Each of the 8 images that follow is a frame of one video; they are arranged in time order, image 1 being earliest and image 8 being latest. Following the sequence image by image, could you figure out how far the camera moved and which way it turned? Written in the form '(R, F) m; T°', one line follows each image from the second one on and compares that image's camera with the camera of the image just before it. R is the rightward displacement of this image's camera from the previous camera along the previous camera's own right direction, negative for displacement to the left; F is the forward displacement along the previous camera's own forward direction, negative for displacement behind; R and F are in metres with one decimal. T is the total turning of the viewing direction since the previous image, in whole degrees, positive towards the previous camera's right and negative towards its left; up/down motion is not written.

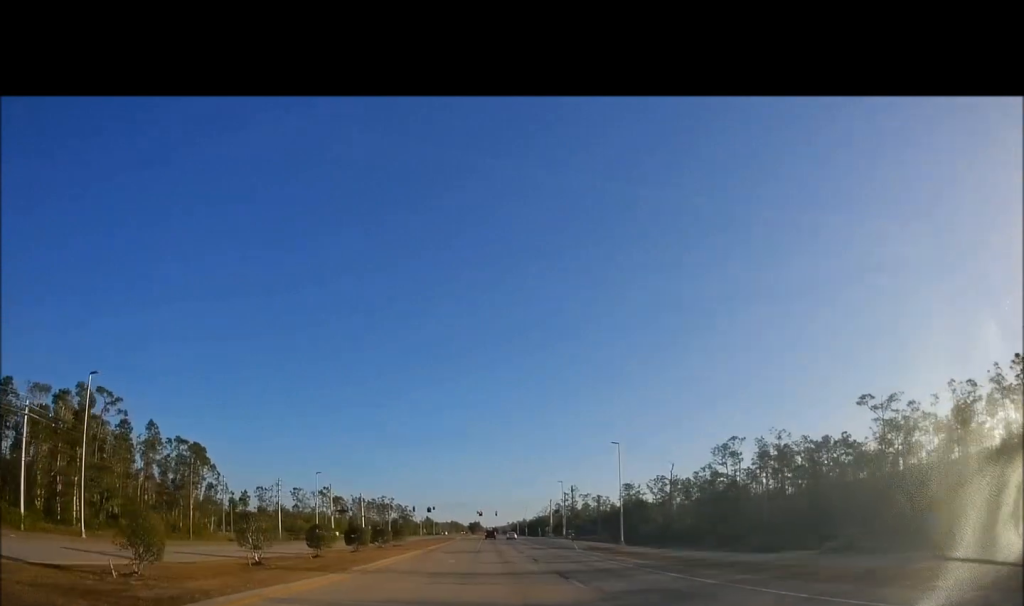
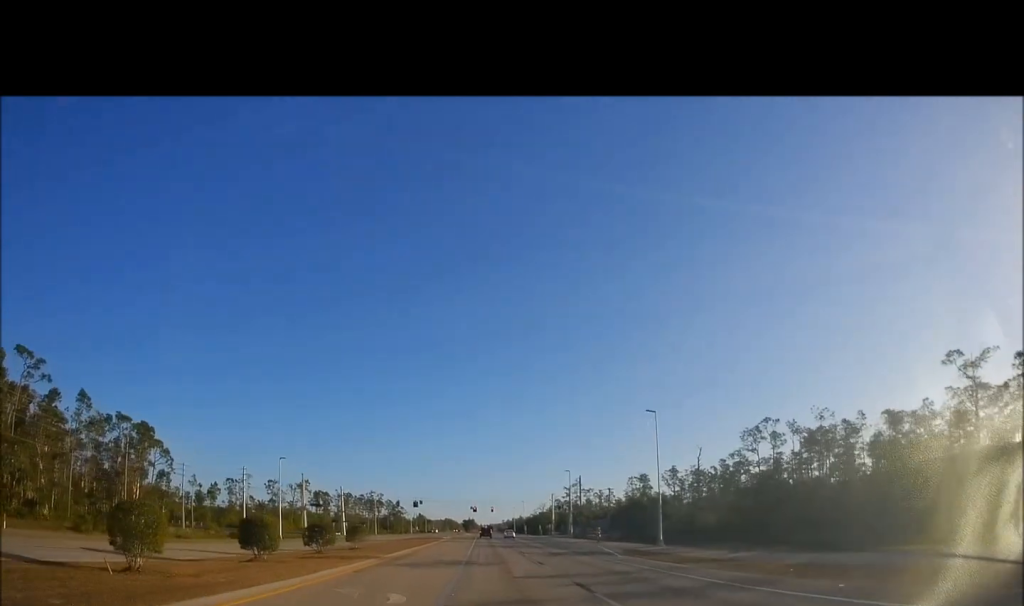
(+0.2, +18.4) m; +1°
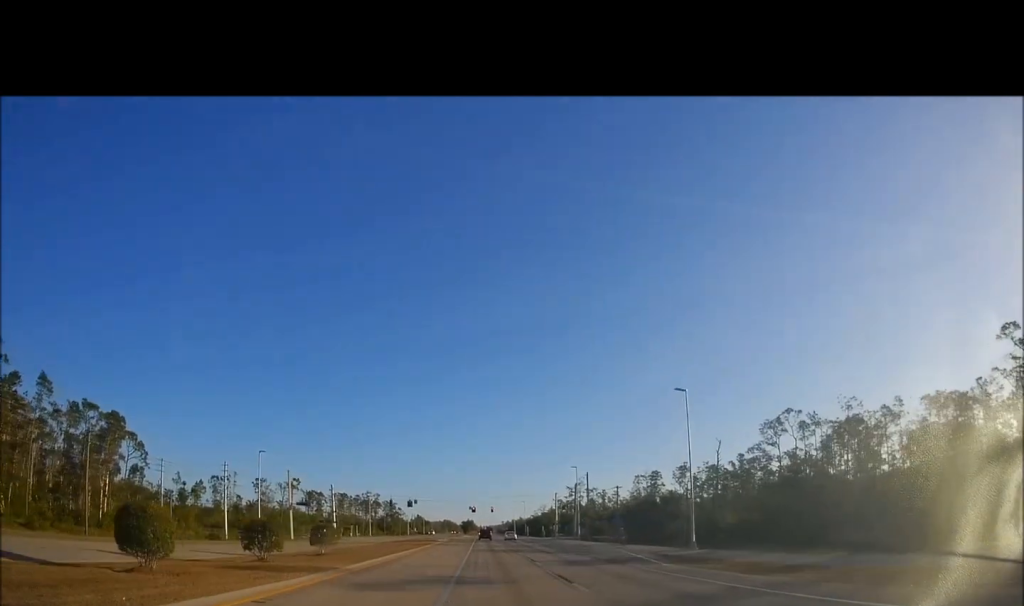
(+0.1, +9.2) m; 0°
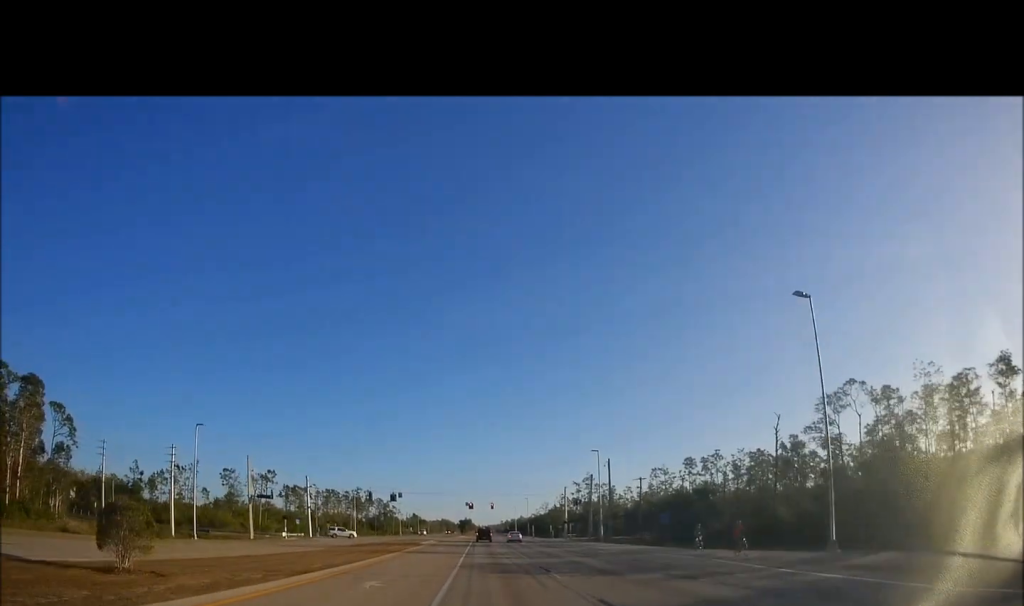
(-0.3, +20.3) m; -1°
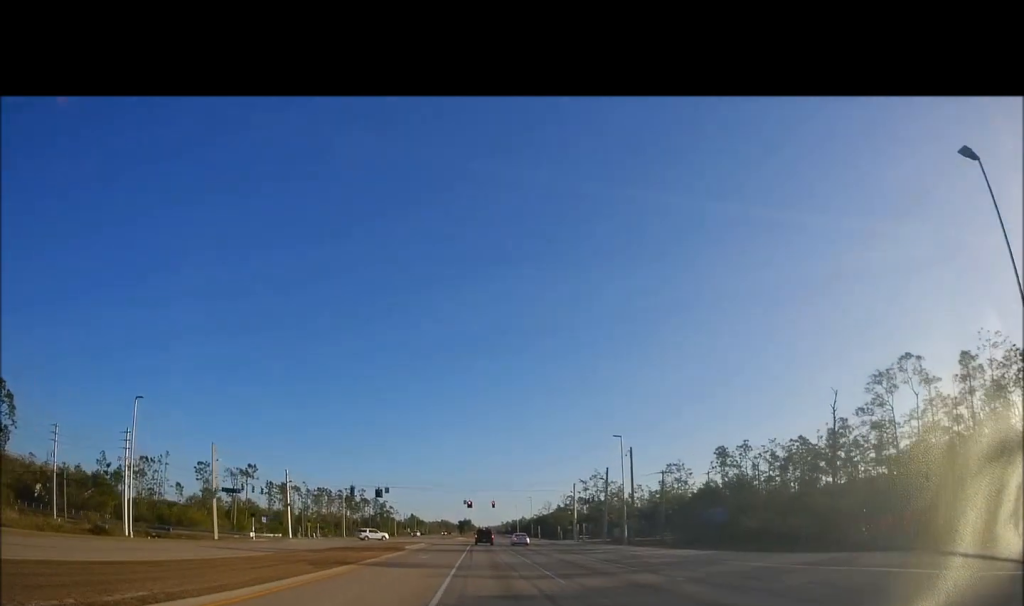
(-0.1, +13.9) m; +1°
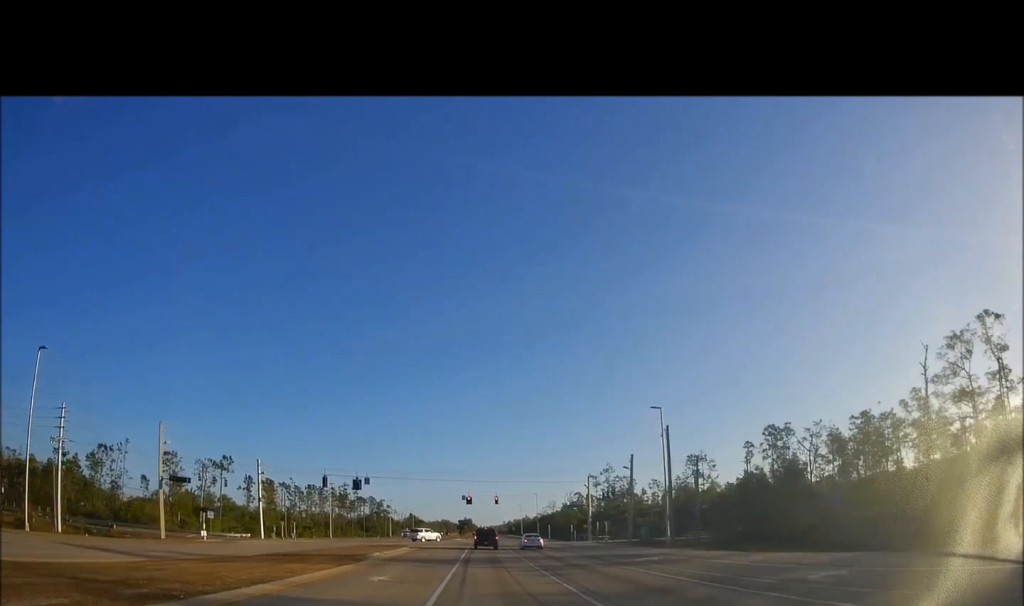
(+0.3, +16.0) m; +2°
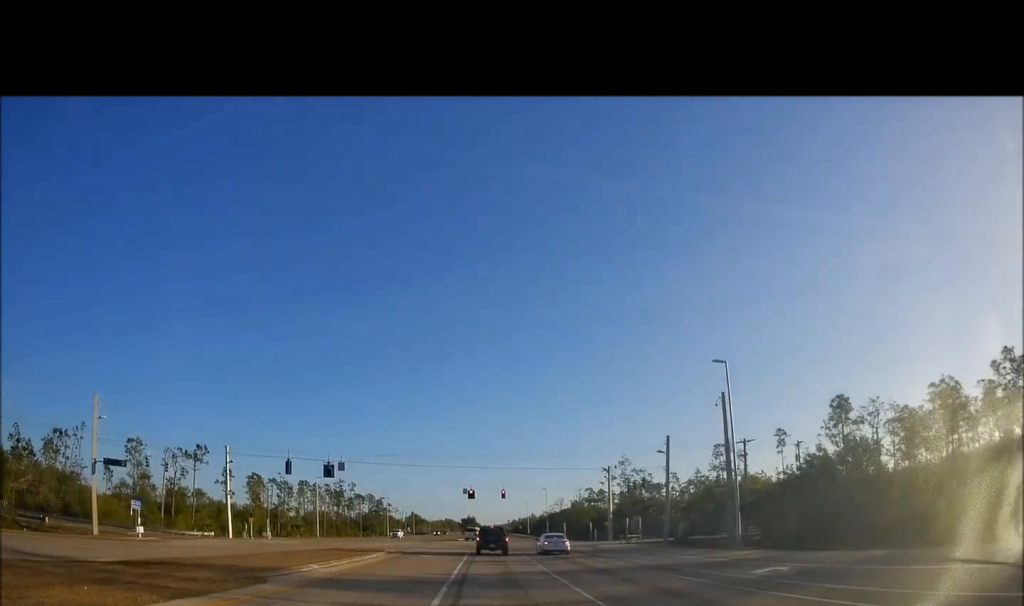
(0.0, +15.6) m; -1°
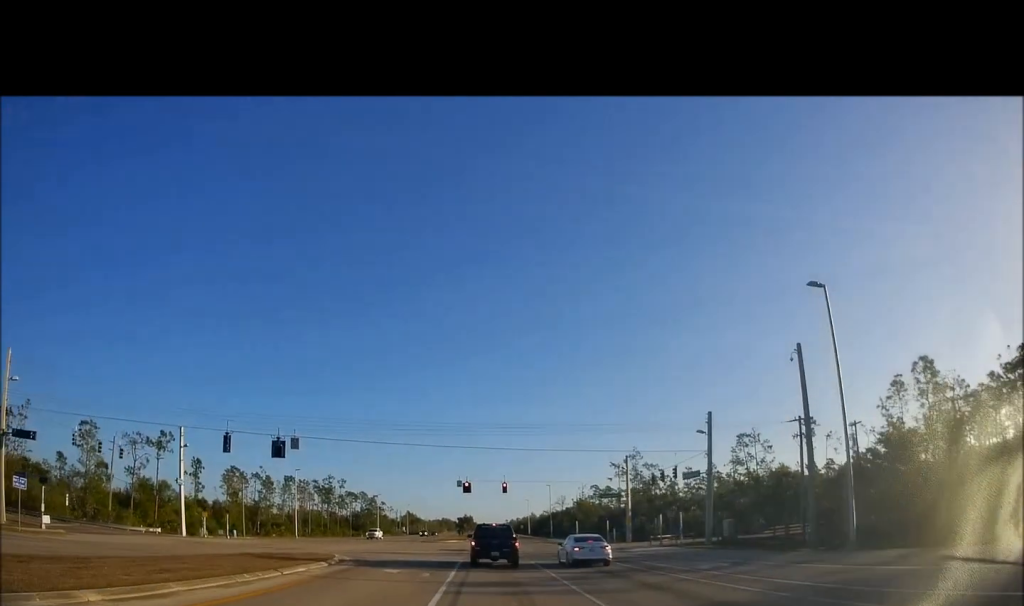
(-0.3, +15.0) m; -2°
